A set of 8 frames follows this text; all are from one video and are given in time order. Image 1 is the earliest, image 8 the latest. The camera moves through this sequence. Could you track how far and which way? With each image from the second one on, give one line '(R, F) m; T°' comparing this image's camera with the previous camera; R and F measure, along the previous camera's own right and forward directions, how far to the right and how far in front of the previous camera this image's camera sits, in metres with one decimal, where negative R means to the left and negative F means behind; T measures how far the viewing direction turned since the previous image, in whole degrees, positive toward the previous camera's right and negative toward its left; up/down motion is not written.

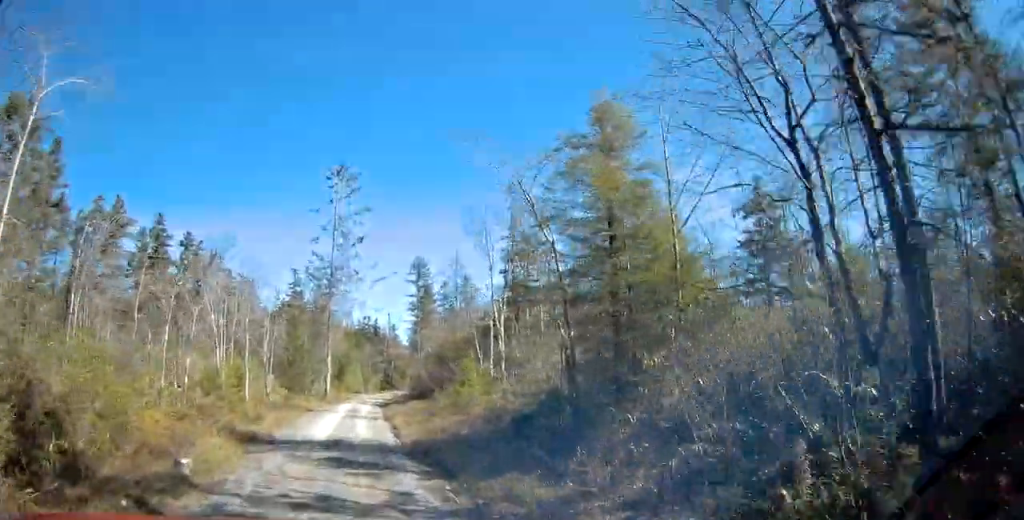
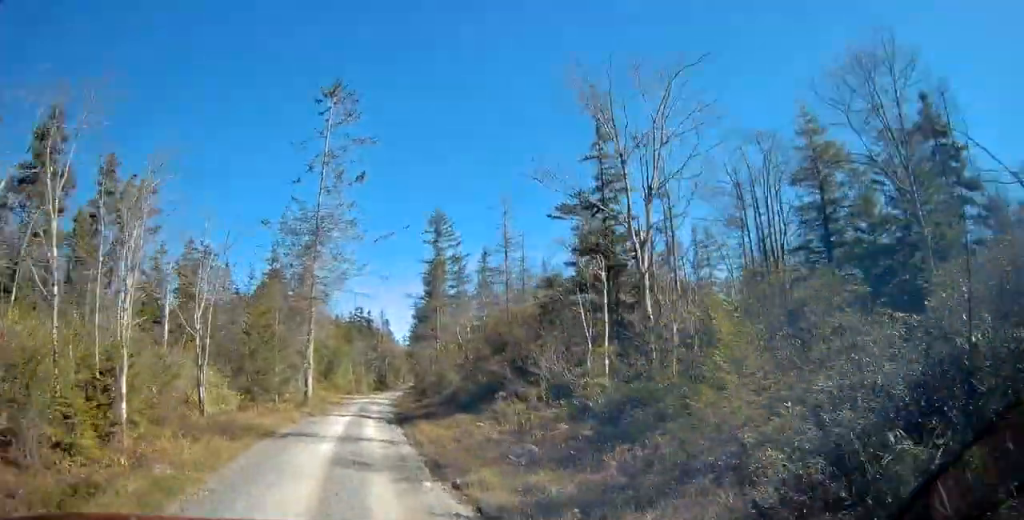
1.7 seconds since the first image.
(+0.1, +15.4) m; -1°
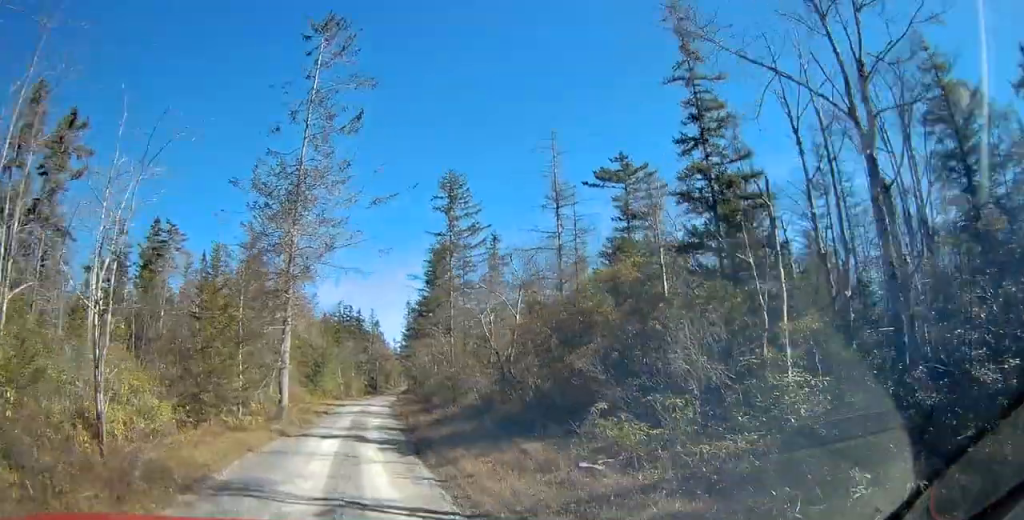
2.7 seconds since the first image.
(+0.1, +8.6) m; +1°
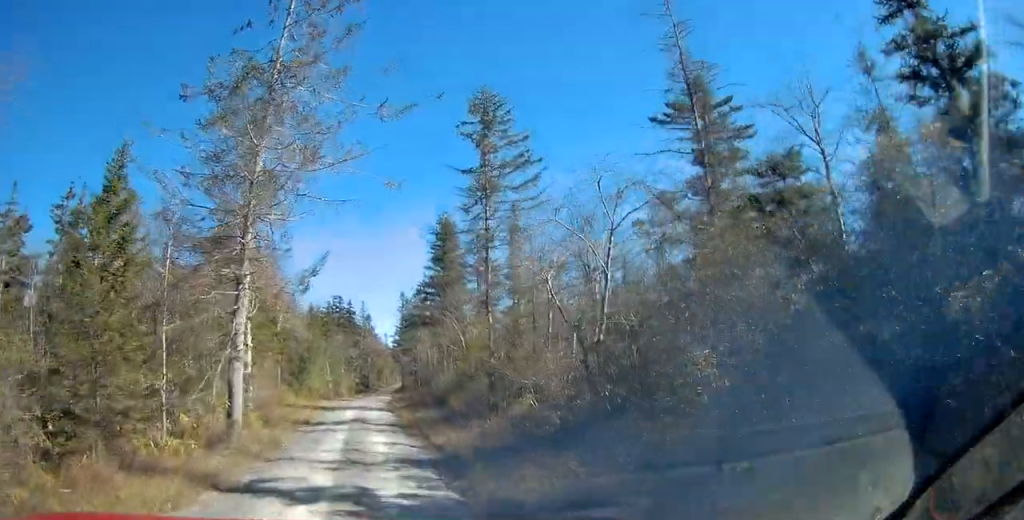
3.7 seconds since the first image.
(+0.1, +9.8) m; +2°
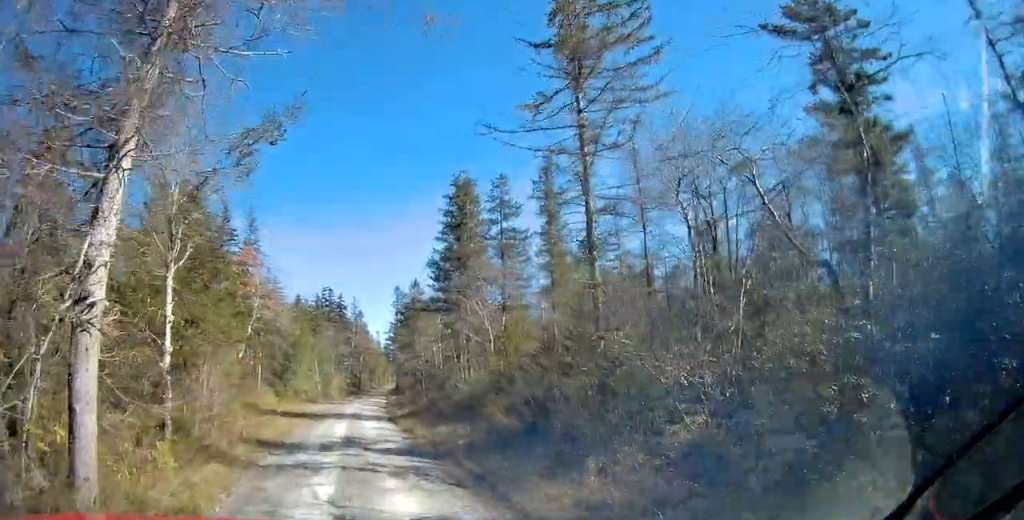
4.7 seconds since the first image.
(+0.2, +9.8) m; +1°
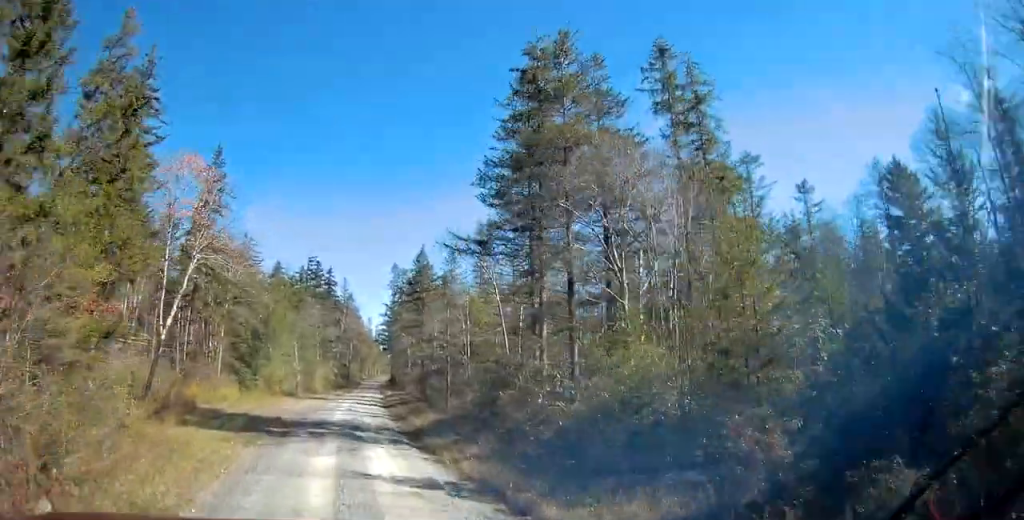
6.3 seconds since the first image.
(+0.2, +15.5) m; +2°
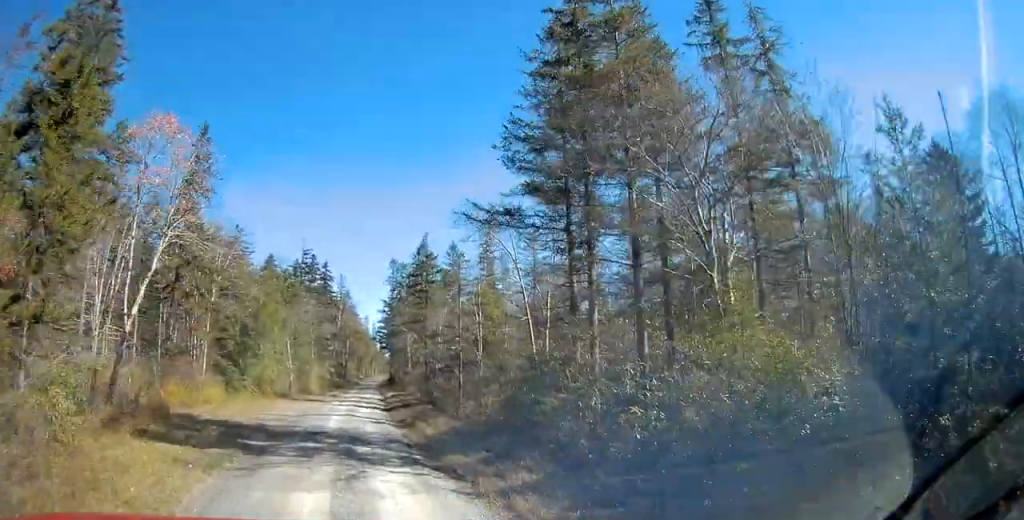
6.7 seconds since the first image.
(0.0, +4.2) m; 0°
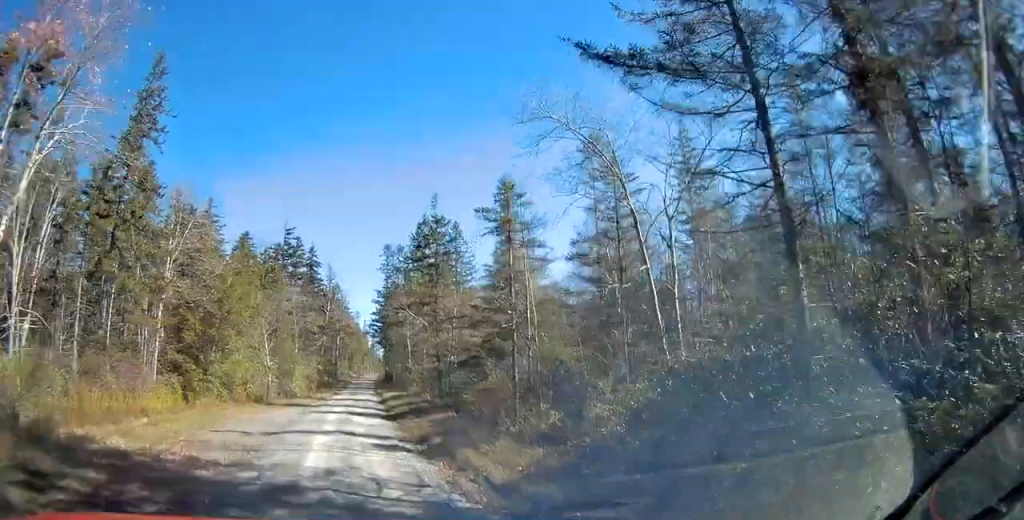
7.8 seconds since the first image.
(0.0, +10.1) m; -1°
